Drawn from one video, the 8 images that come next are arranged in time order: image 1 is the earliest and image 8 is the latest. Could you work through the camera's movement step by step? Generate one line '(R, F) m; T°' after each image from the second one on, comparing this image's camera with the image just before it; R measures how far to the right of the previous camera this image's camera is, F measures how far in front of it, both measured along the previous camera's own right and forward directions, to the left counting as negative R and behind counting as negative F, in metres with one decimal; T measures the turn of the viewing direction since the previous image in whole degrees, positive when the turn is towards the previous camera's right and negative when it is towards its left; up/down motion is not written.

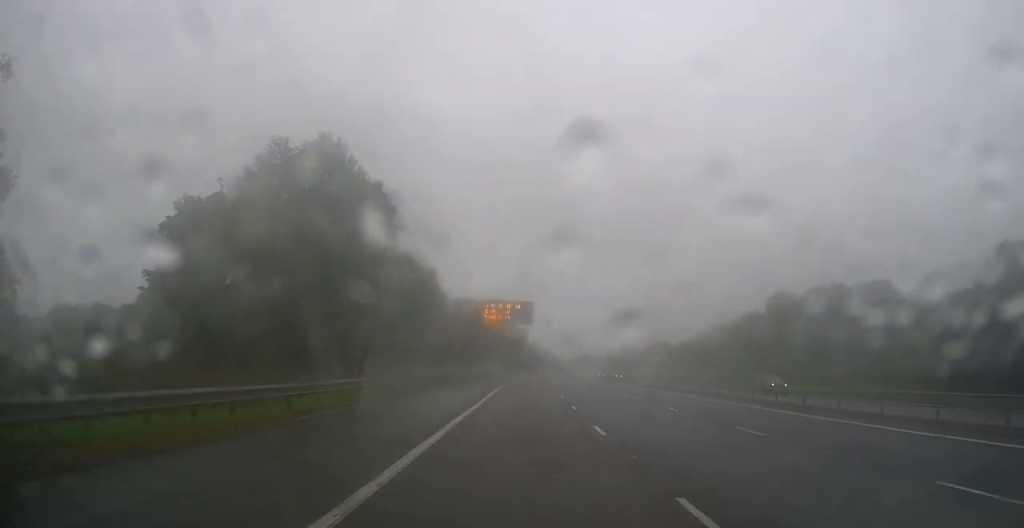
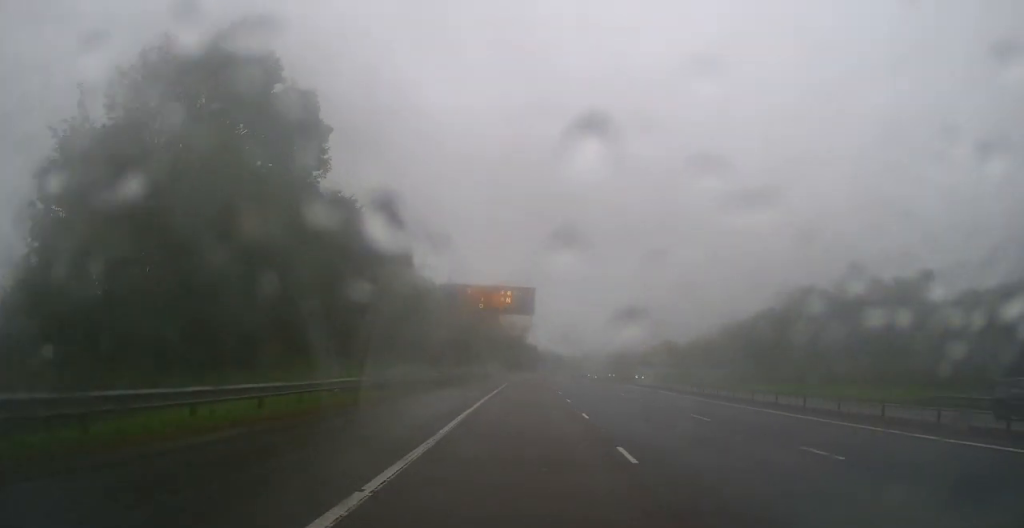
(0.0, +12.8) m; 0°
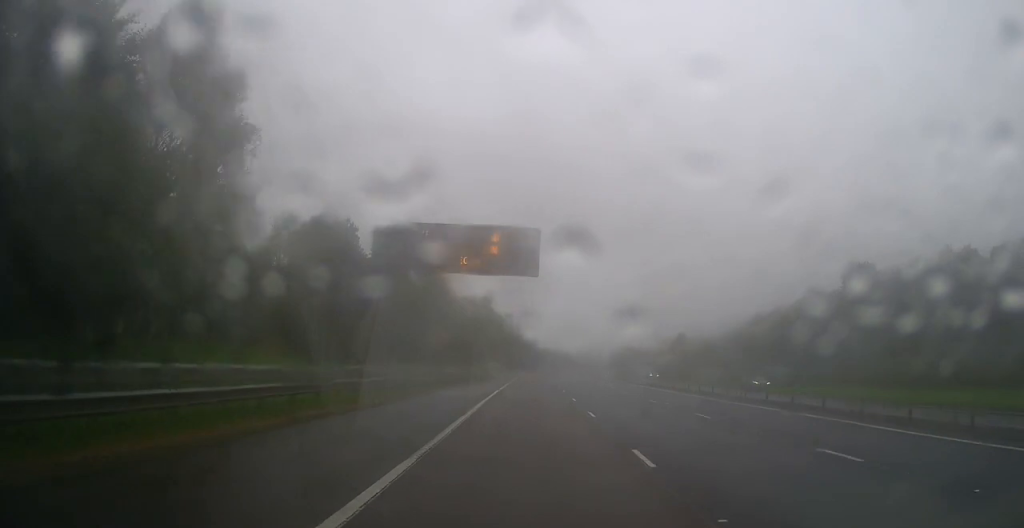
(+0.1, +27.1) m; +1°
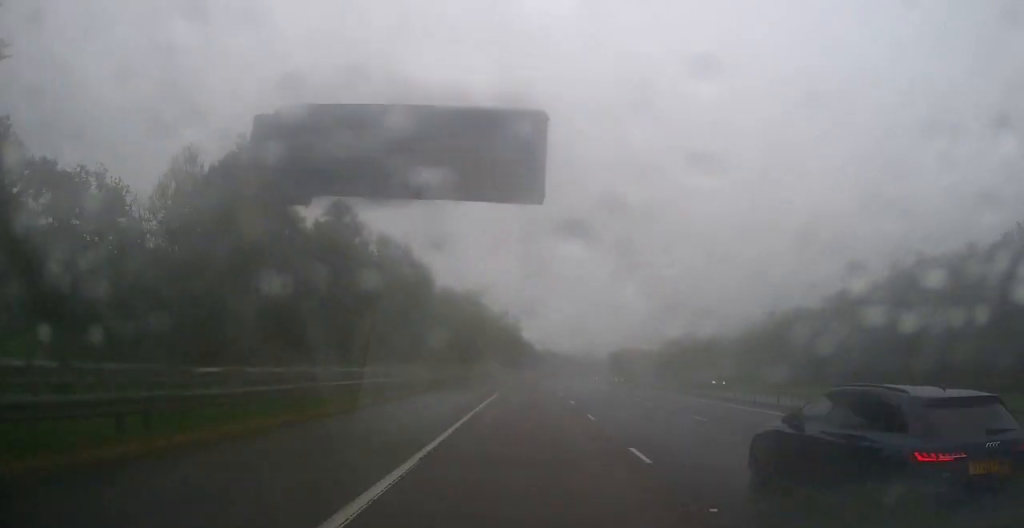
(+0.1, +17.5) m; 0°
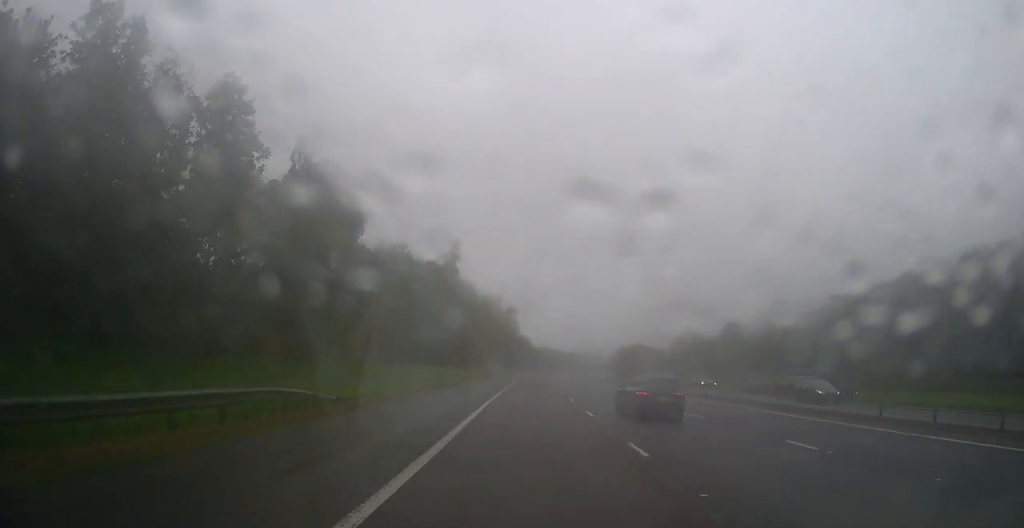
(+0.1, +34.4) m; 0°
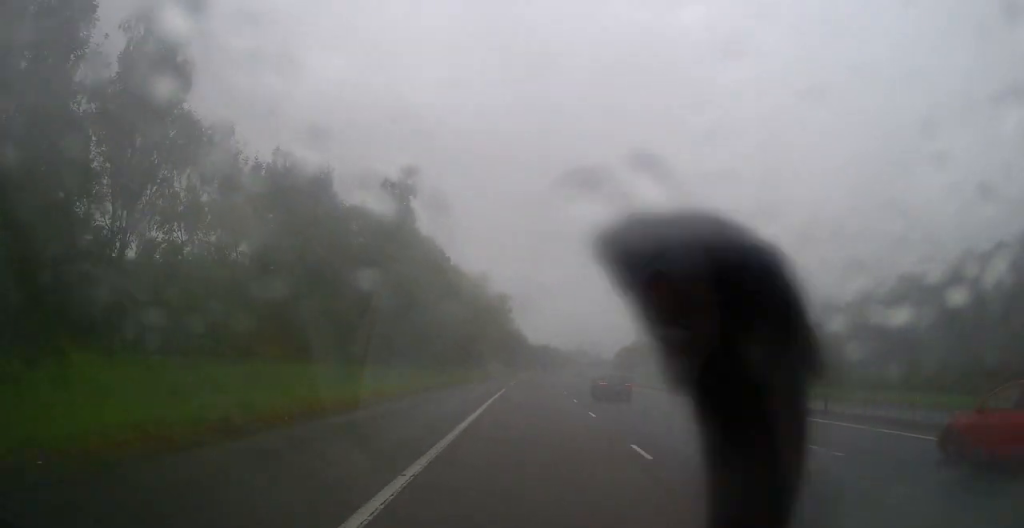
(0.0, +27.4) m; 0°
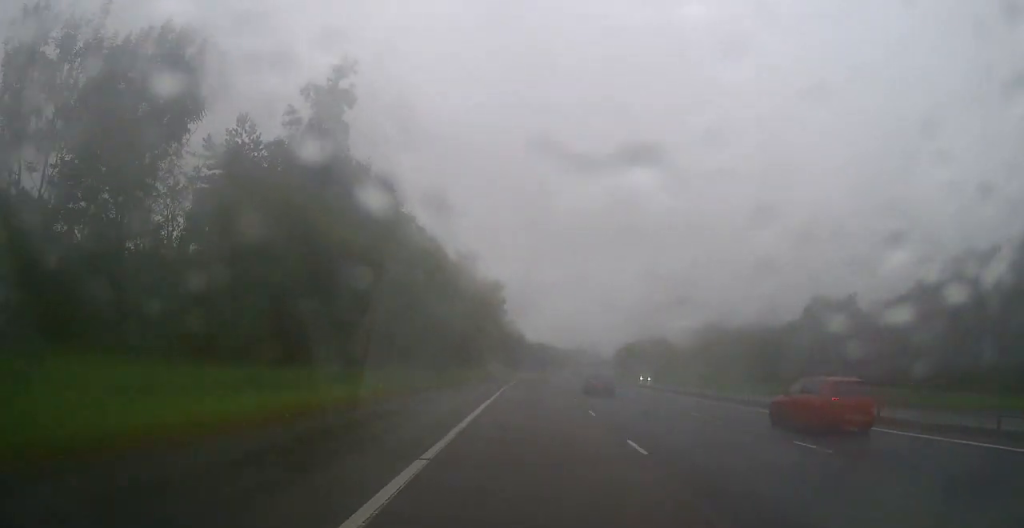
(0.0, +17.1) m; 0°
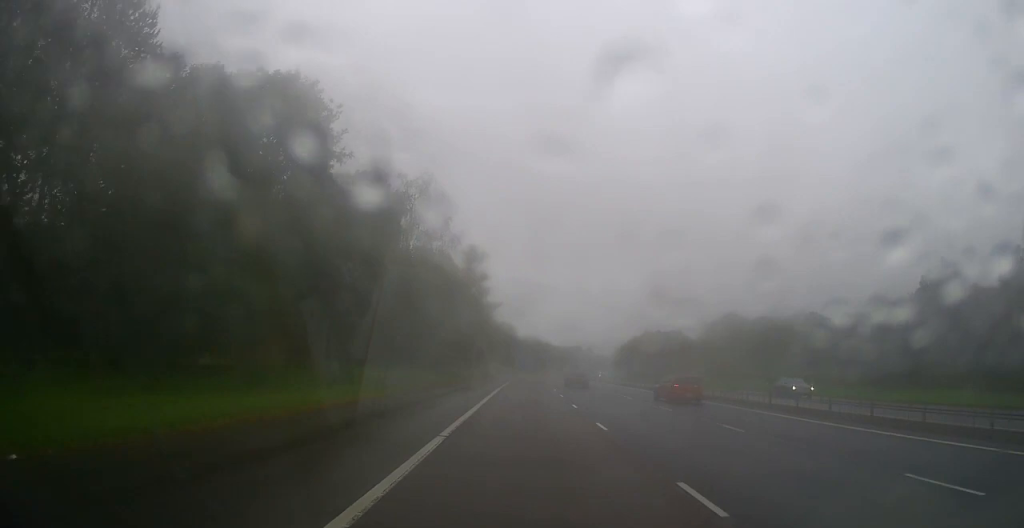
(+0.2, +32.1) m; +1°
